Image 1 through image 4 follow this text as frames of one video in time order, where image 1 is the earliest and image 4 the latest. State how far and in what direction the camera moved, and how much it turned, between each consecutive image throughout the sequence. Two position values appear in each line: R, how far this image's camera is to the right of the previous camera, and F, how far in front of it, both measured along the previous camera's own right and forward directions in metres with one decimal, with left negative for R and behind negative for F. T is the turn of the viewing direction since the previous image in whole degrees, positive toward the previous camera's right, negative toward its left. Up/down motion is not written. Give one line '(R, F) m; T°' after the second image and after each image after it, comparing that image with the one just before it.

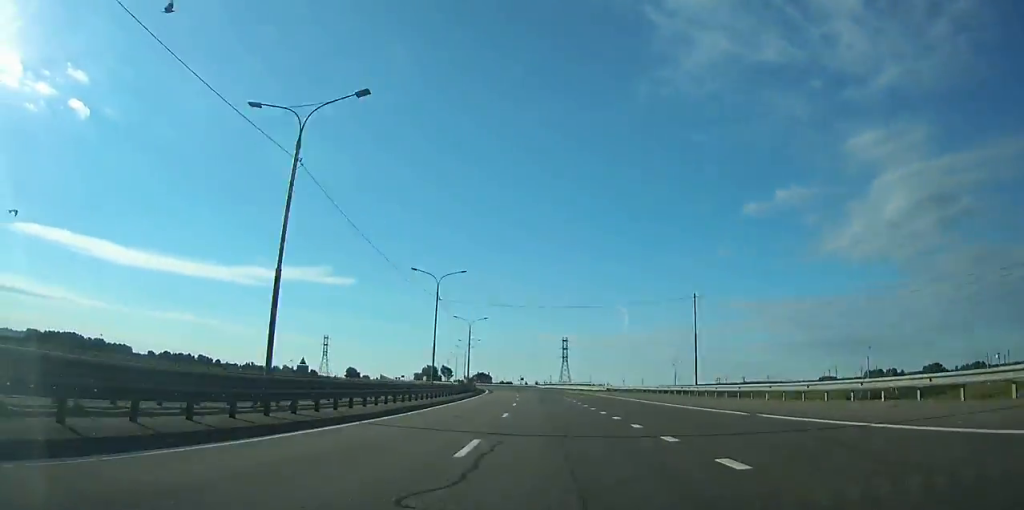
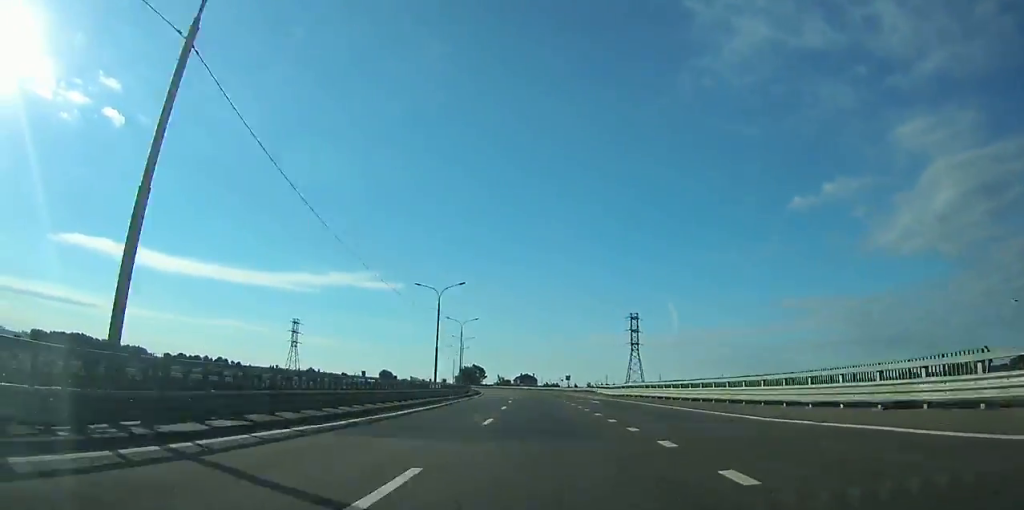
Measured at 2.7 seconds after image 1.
(-3.6, +79.0) m; -5°
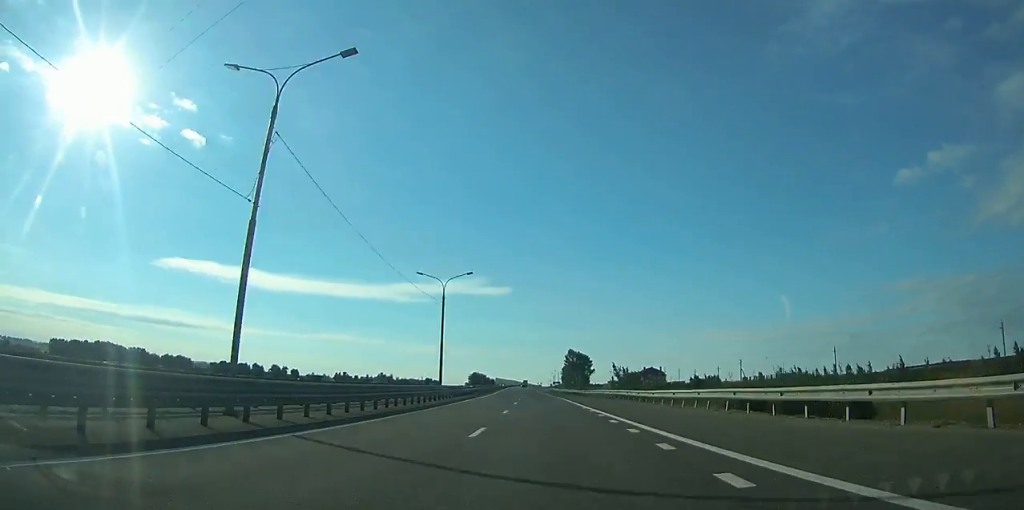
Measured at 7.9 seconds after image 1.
(-11.3, +150.6) m; -9°
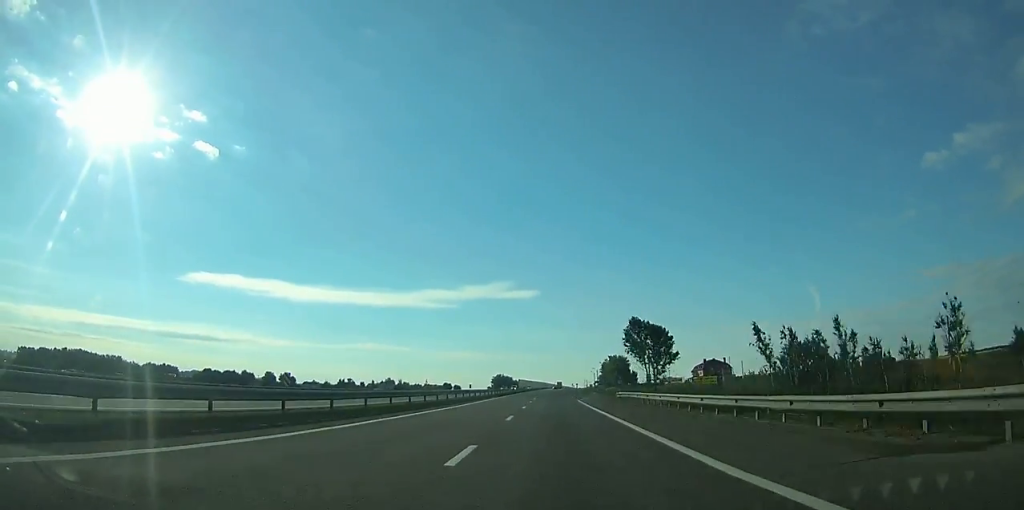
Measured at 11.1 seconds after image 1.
(-3.6, +86.4) m; -3°
